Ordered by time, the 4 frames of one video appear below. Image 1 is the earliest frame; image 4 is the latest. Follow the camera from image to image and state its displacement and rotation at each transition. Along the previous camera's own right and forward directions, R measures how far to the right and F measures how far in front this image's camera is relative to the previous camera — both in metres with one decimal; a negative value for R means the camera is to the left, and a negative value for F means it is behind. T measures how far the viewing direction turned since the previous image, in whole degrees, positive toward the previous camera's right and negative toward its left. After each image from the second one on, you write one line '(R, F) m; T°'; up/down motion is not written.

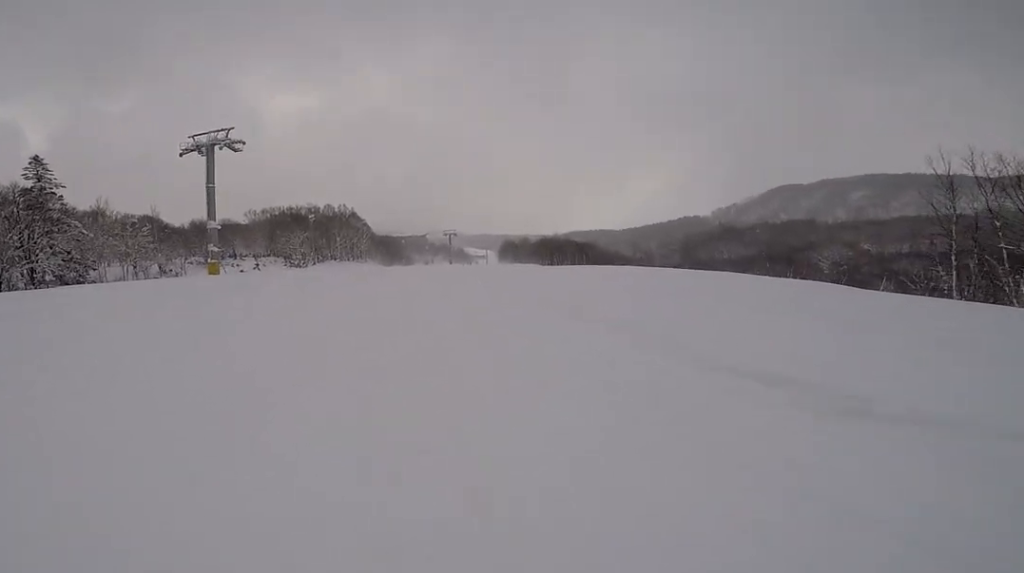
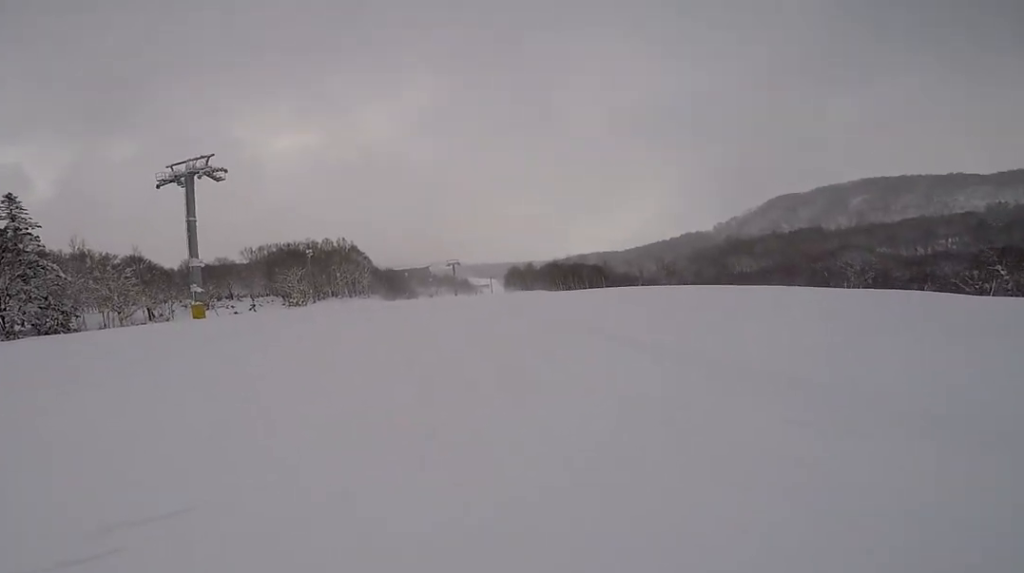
(+0.2, +6.1) m; +2°
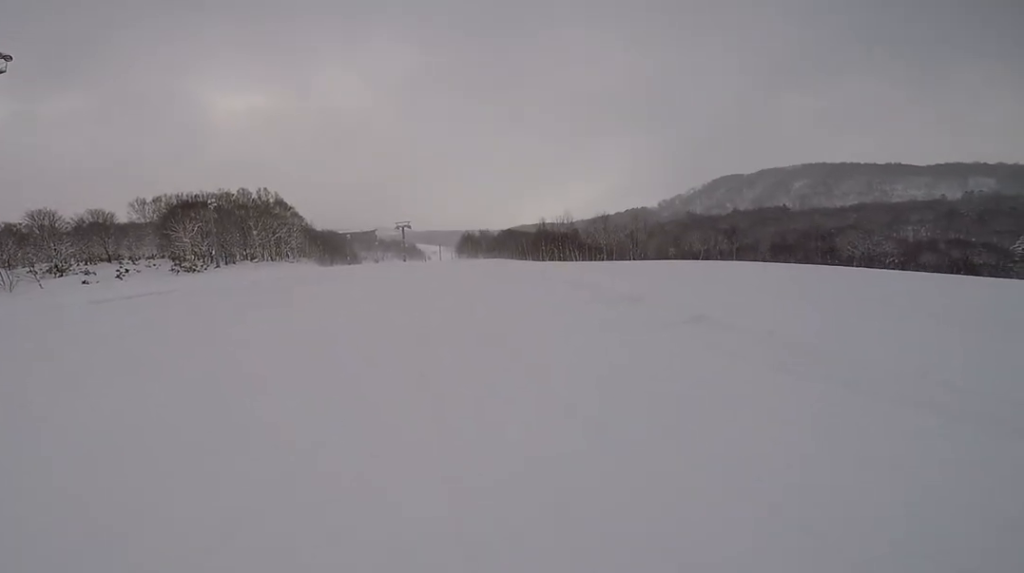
(0.0, +23.2) m; +12°
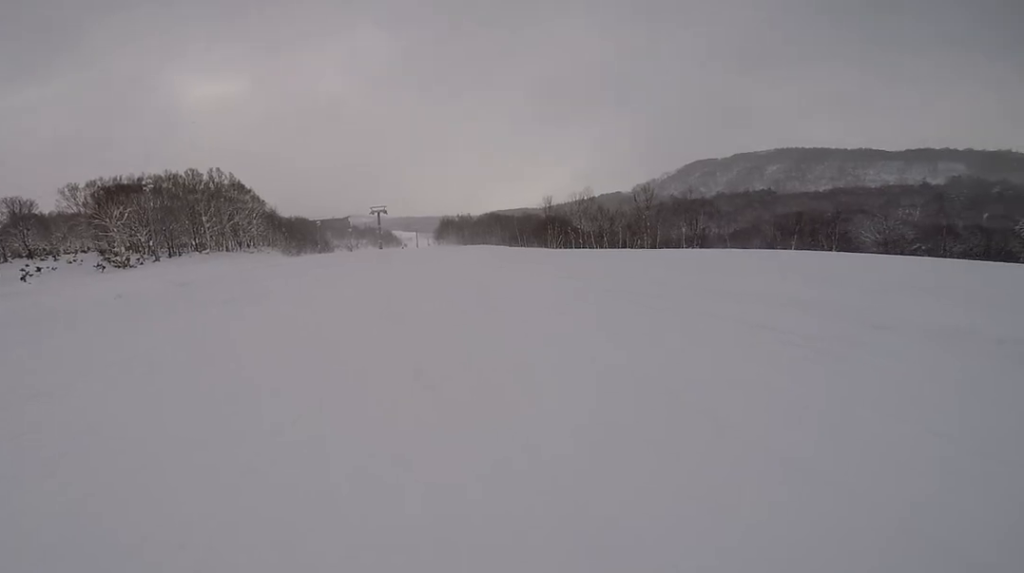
(-1.5, +12.2) m; -4°
